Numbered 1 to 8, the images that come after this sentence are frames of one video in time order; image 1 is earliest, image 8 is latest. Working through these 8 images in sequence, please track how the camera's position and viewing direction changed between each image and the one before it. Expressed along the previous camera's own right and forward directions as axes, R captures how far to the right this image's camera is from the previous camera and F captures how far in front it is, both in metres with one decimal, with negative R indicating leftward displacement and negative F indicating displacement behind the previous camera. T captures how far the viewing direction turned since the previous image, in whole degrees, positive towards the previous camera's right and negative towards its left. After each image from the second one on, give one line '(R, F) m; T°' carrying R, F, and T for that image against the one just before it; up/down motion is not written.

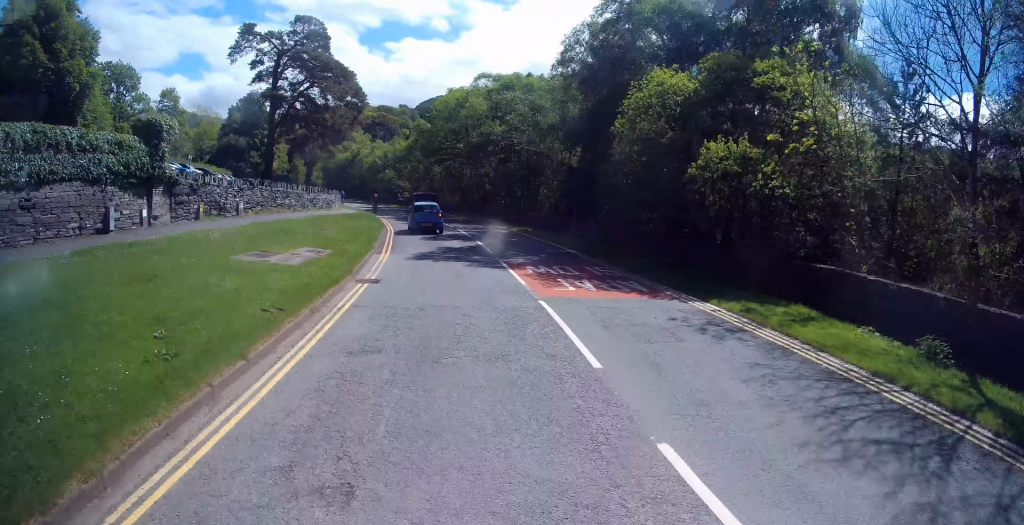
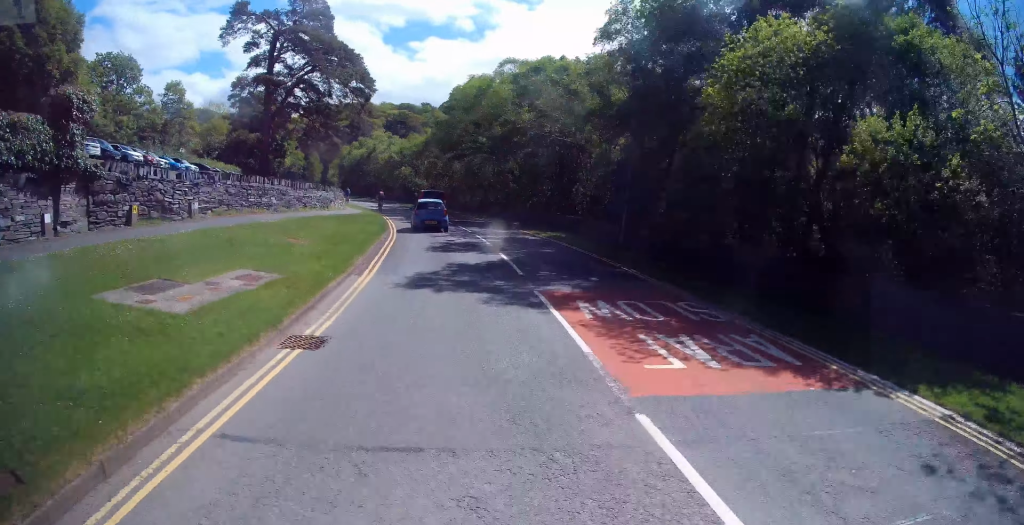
(-0.2, +5.6) m; -2°
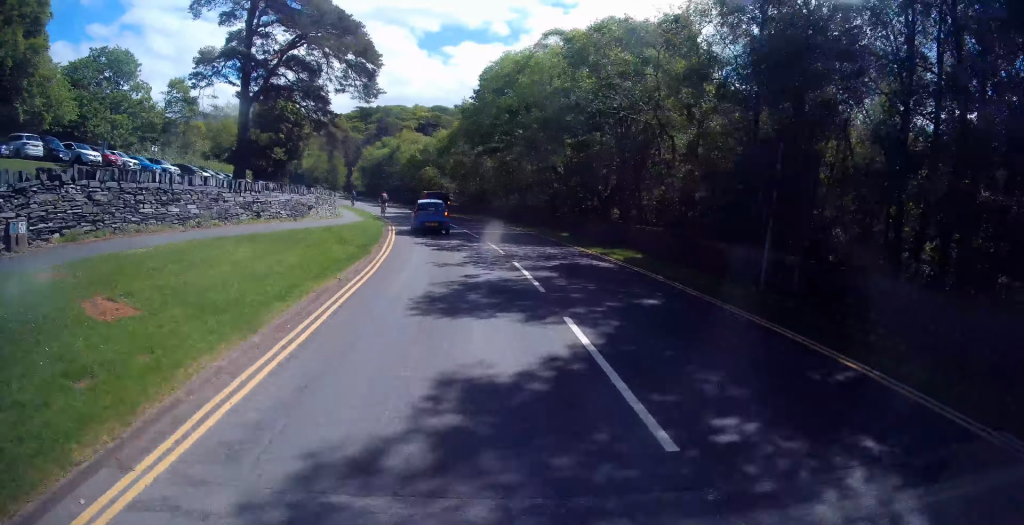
(-0.1, +9.1) m; -4°
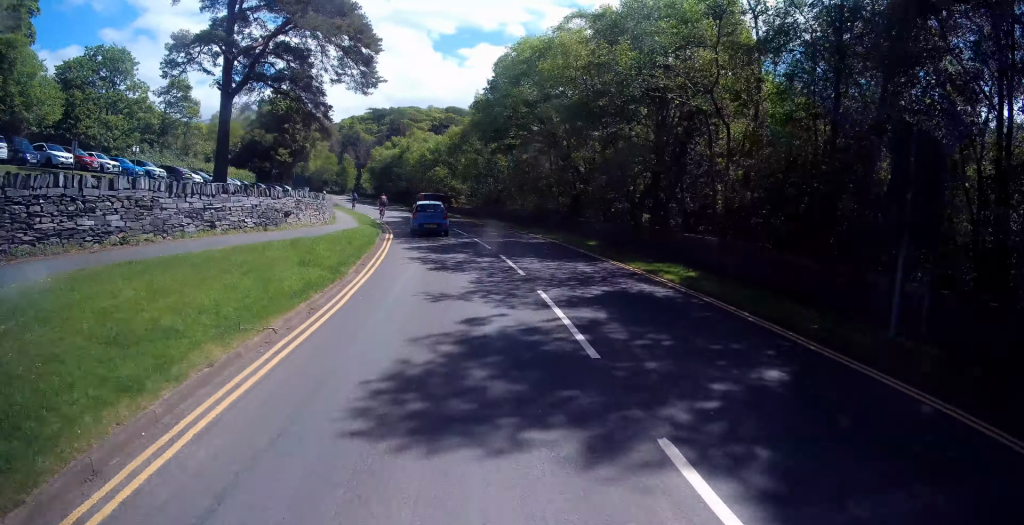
(-0.1, +4.0) m; -3°
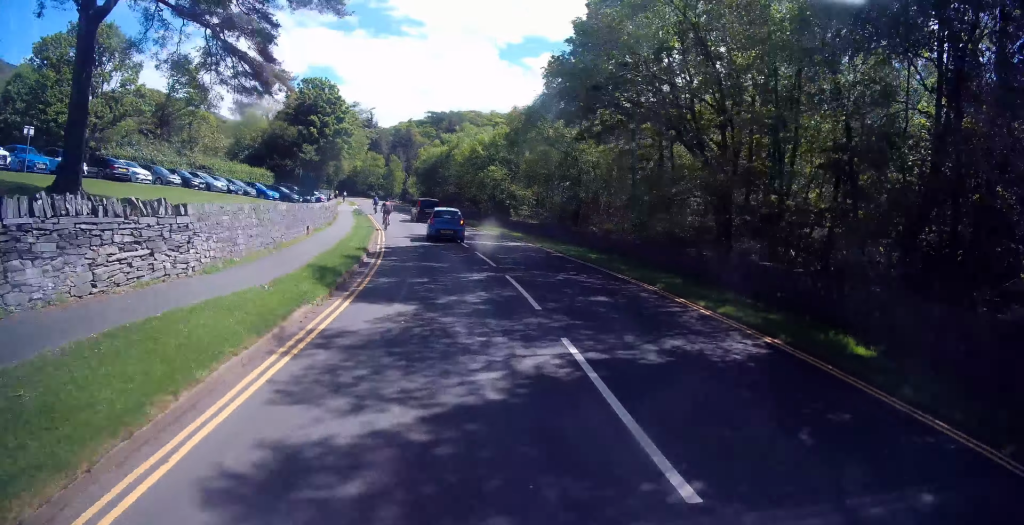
(-1.5, +15.1) m; -9°
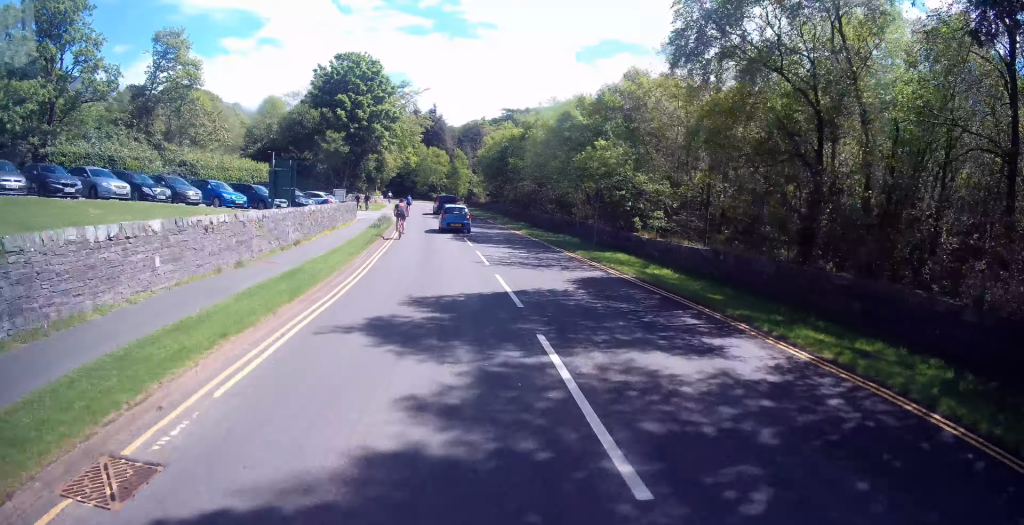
(-0.2, +18.9) m; -2°
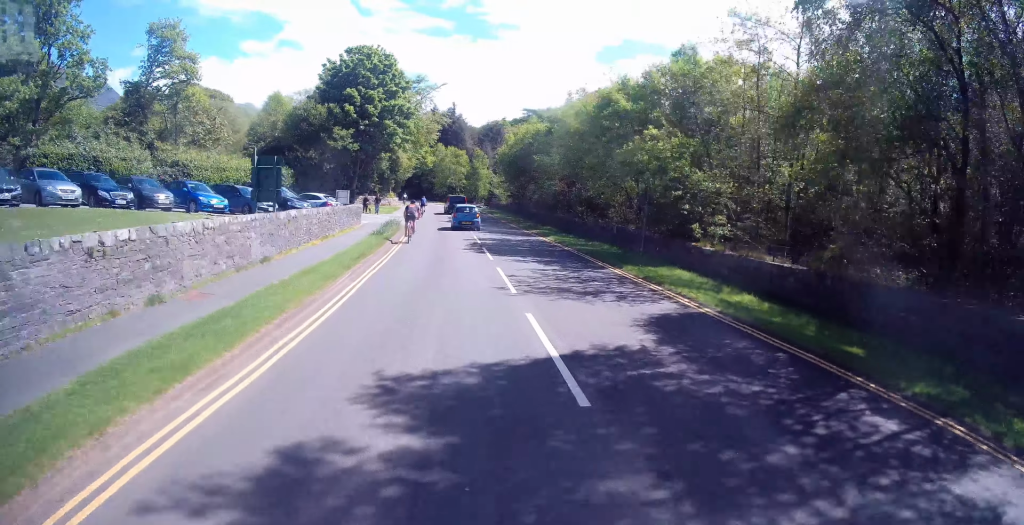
(-0.2, +4.7) m; -2°
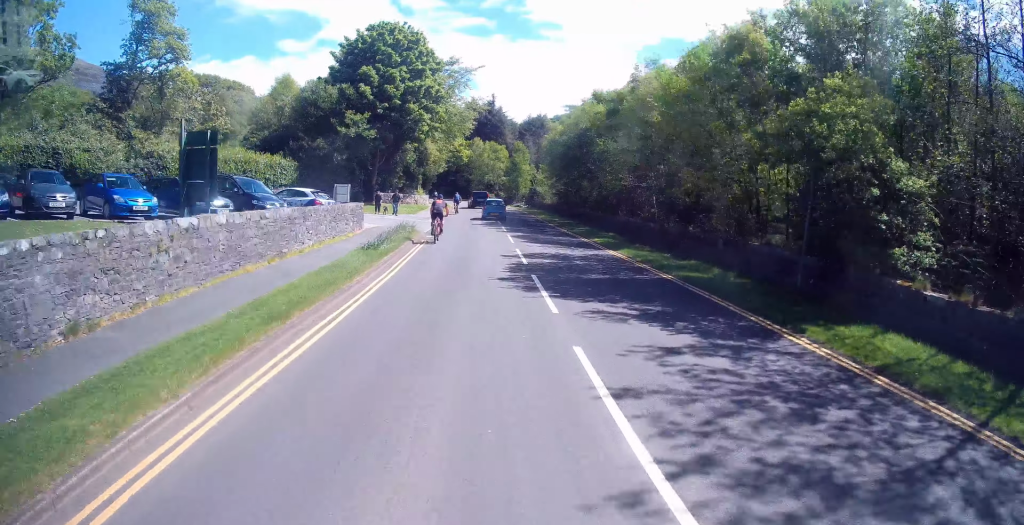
(-0.2, +8.9) m; -7°
